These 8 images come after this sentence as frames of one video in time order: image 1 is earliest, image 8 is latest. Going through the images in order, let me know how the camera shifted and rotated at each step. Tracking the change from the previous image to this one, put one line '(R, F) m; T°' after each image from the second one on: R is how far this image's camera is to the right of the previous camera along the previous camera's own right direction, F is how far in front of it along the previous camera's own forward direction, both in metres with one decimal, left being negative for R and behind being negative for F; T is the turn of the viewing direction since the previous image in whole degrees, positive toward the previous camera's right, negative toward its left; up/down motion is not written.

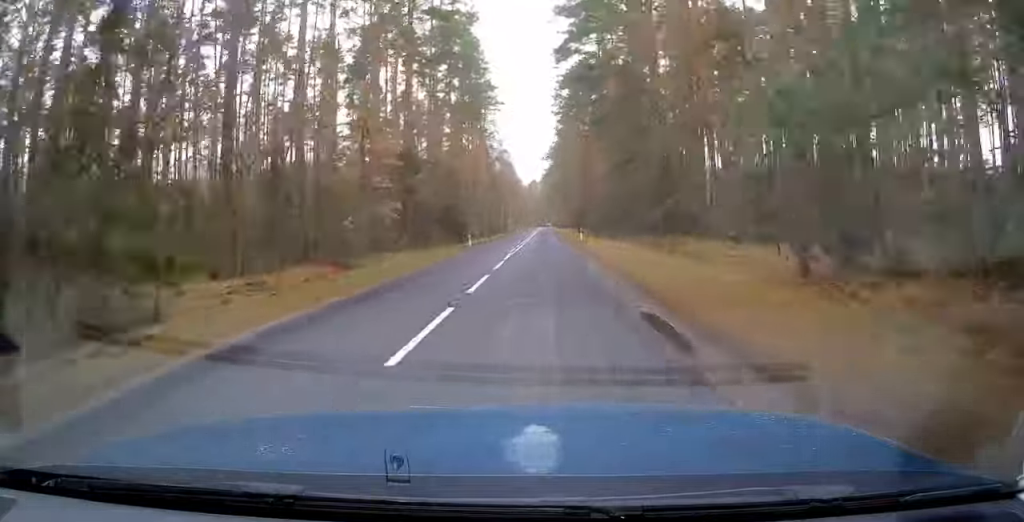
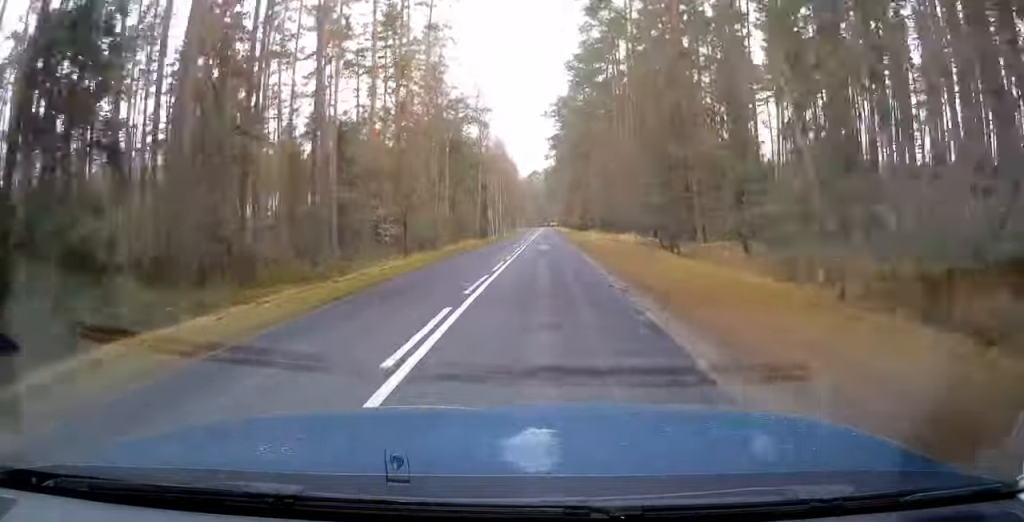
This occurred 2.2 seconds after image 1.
(0.0, +61.7) m; 0°
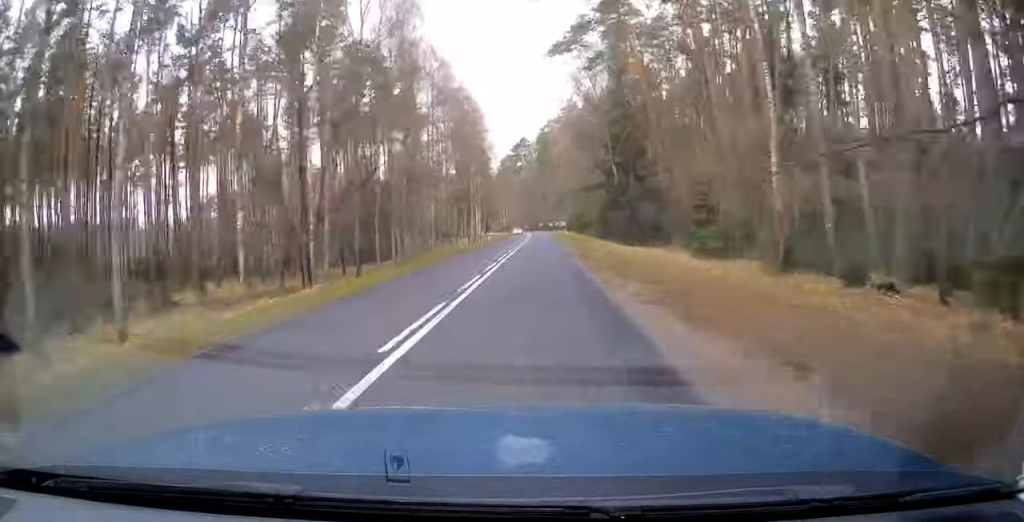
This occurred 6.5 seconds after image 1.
(+0.3, +117.3) m; 0°
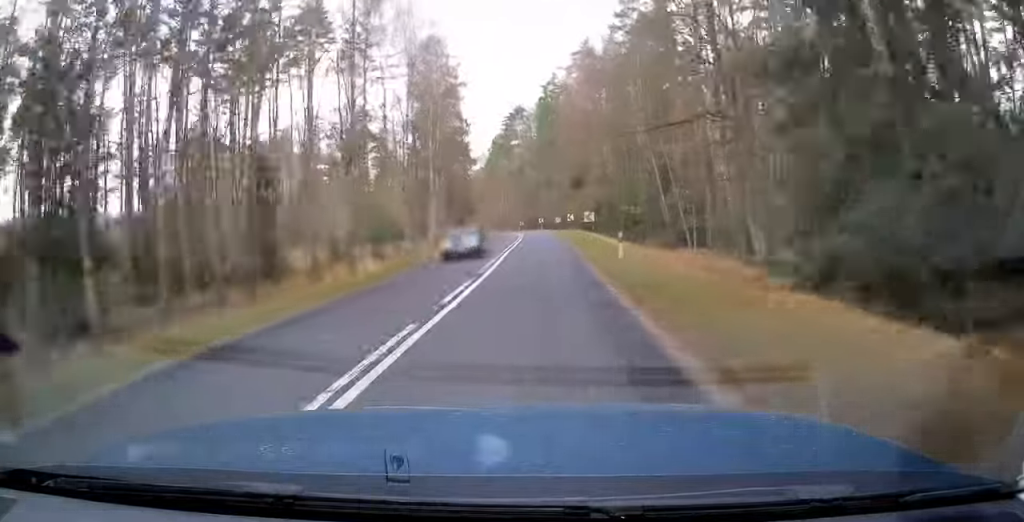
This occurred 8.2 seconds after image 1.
(-0.1, +45.9) m; -1°
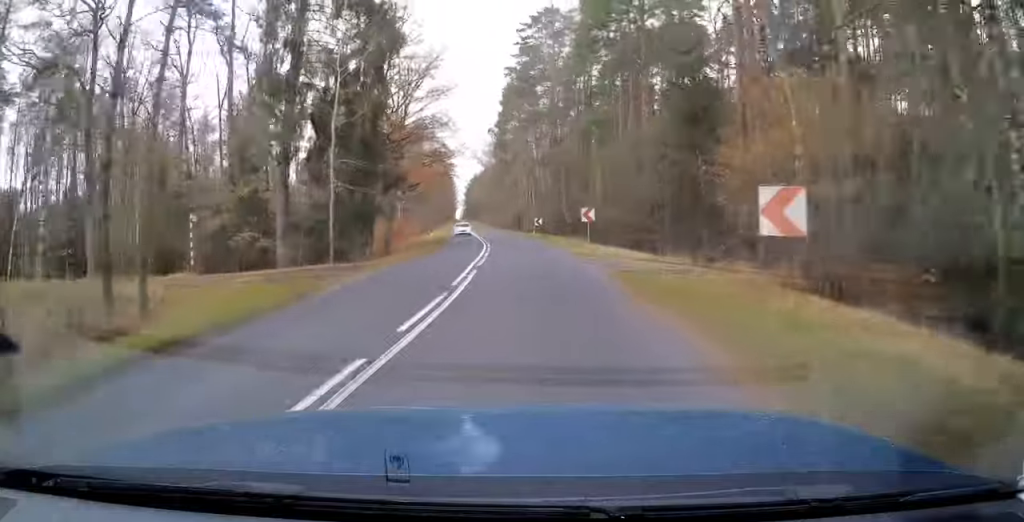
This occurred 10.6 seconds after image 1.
(-1.2, +67.5) m; -4°
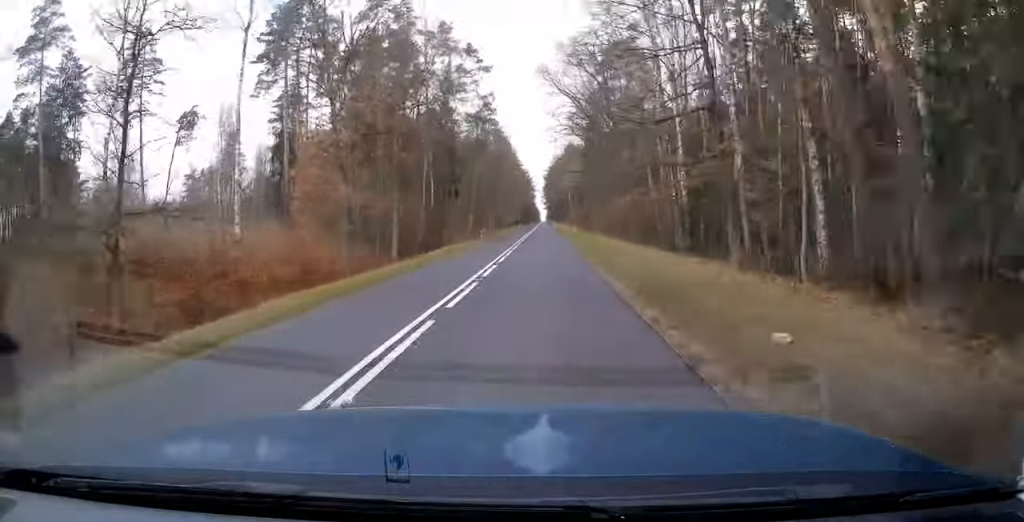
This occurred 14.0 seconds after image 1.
(-6.4, +95.6) m; -5°
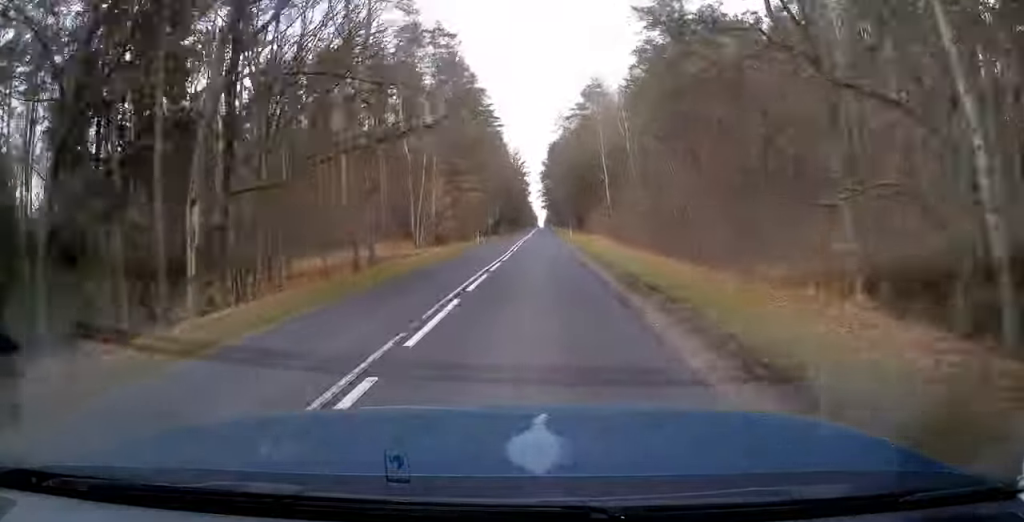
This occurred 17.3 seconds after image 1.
(-1.0, +90.2) m; -1°
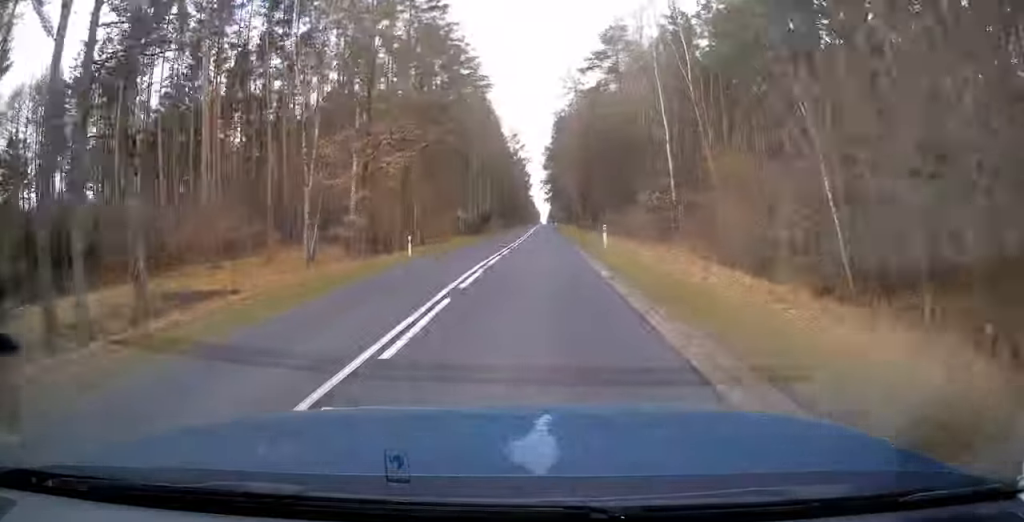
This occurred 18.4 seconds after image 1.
(+0.1, +29.8) m; 0°
